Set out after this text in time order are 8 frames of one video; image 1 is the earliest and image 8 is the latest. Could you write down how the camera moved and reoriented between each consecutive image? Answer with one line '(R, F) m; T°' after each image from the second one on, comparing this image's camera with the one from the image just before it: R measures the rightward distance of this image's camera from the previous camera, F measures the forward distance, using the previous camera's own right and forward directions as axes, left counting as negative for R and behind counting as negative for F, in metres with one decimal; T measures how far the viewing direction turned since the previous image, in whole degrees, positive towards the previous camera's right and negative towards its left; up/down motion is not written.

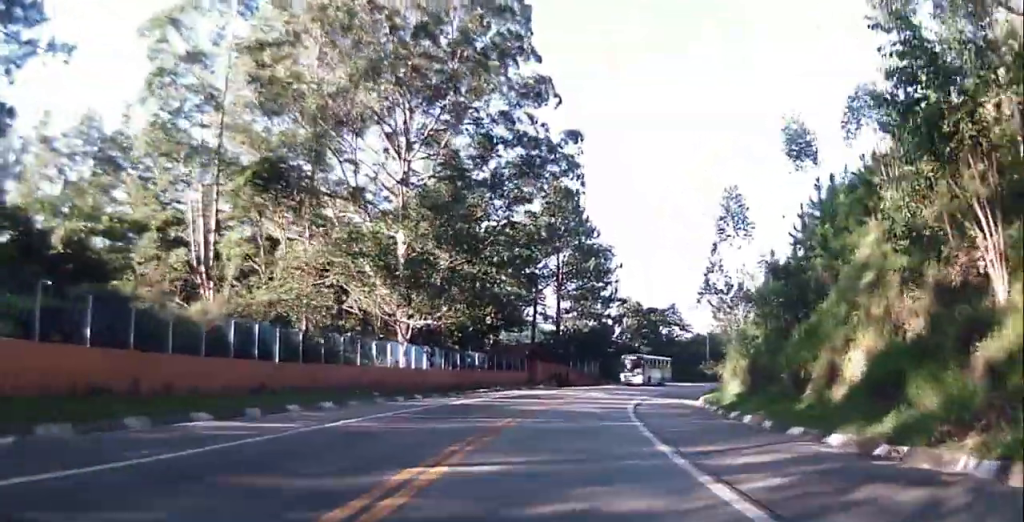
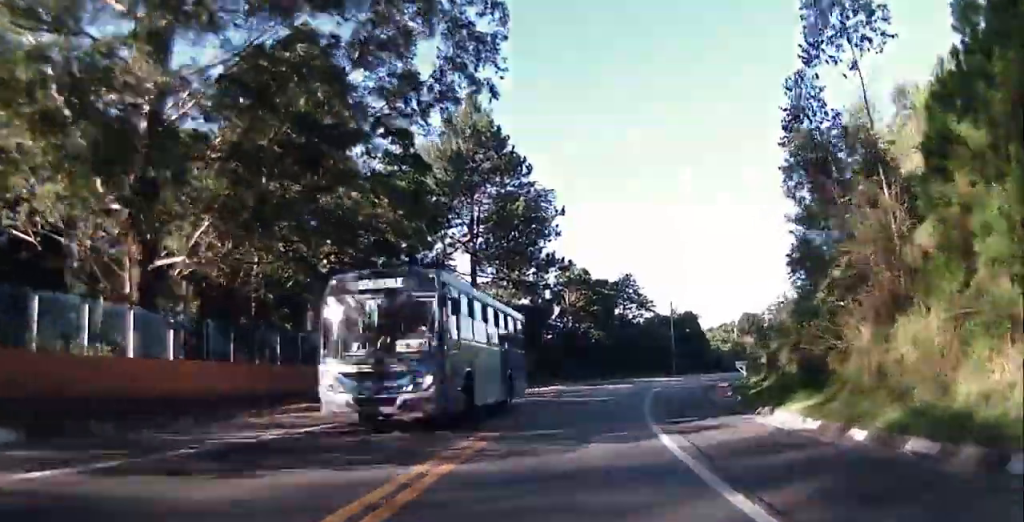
(-0.9, +25.0) m; -2°
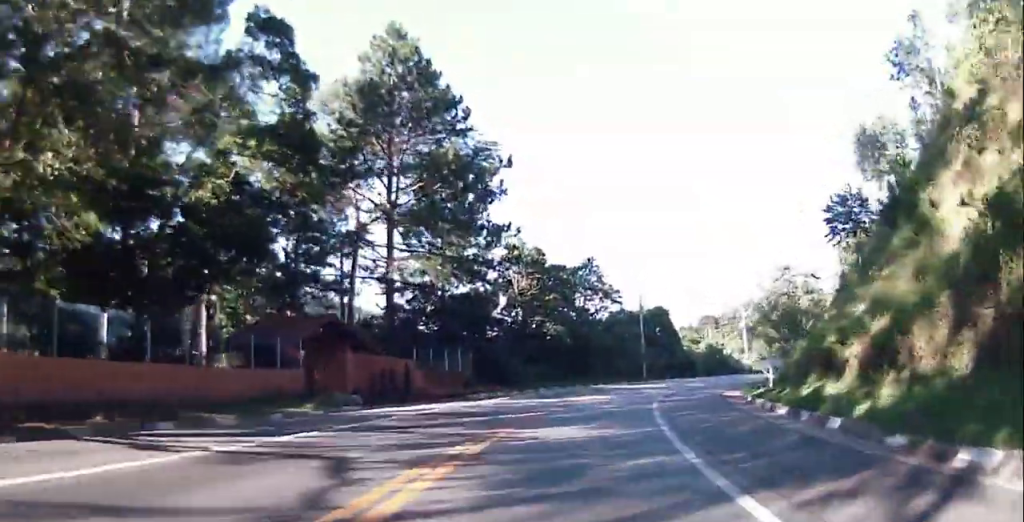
(+0.2, +13.9) m; +4°
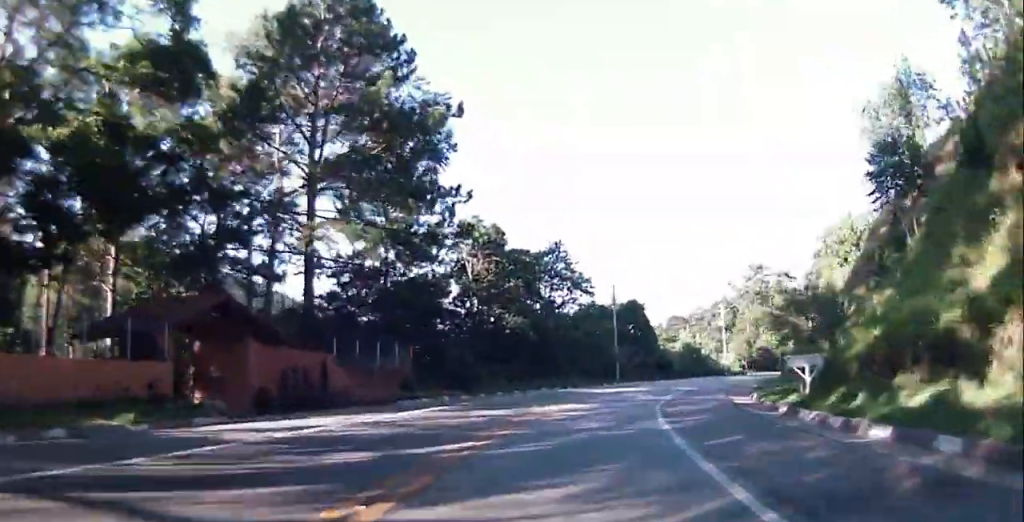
(+0.1, +8.6) m; +5°
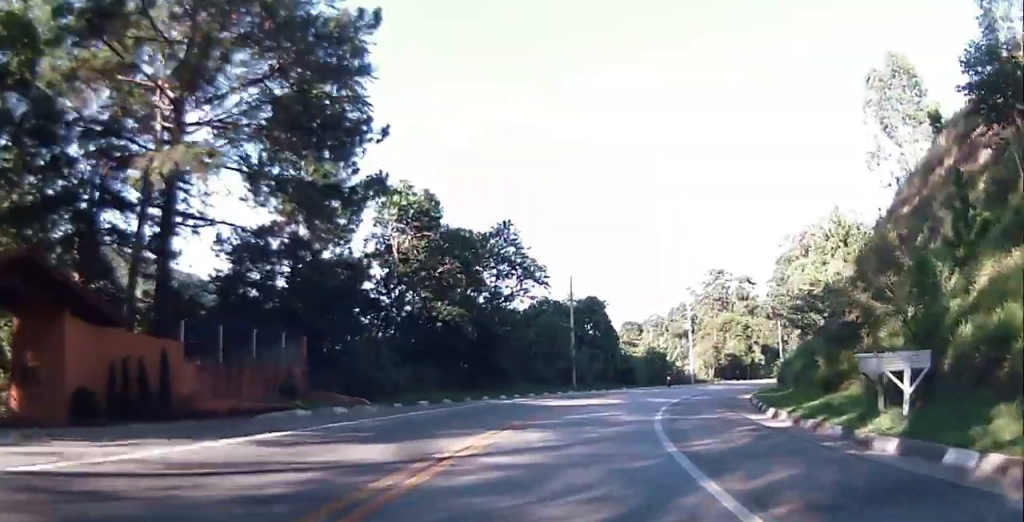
(+0.7, +9.3) m; +4°
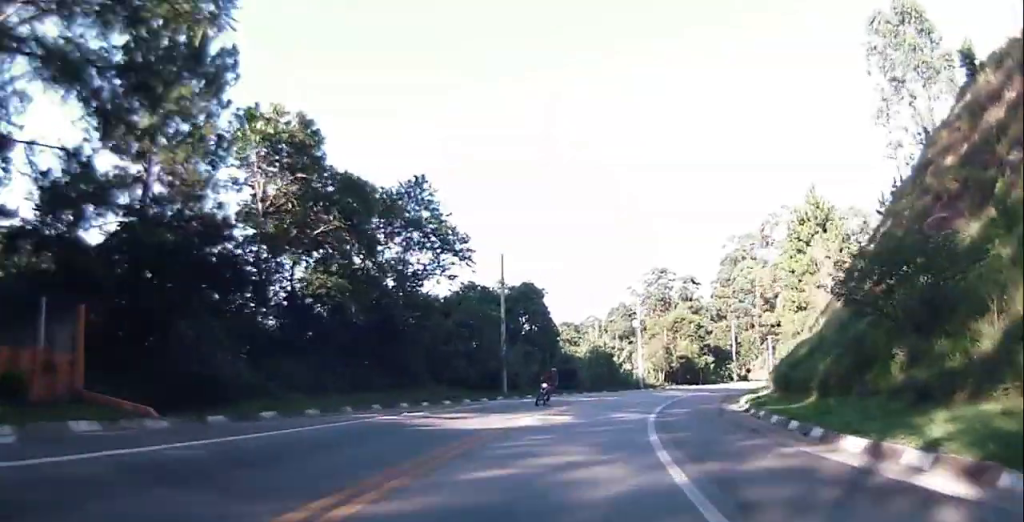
(+0.2, +10.8) m; +3°
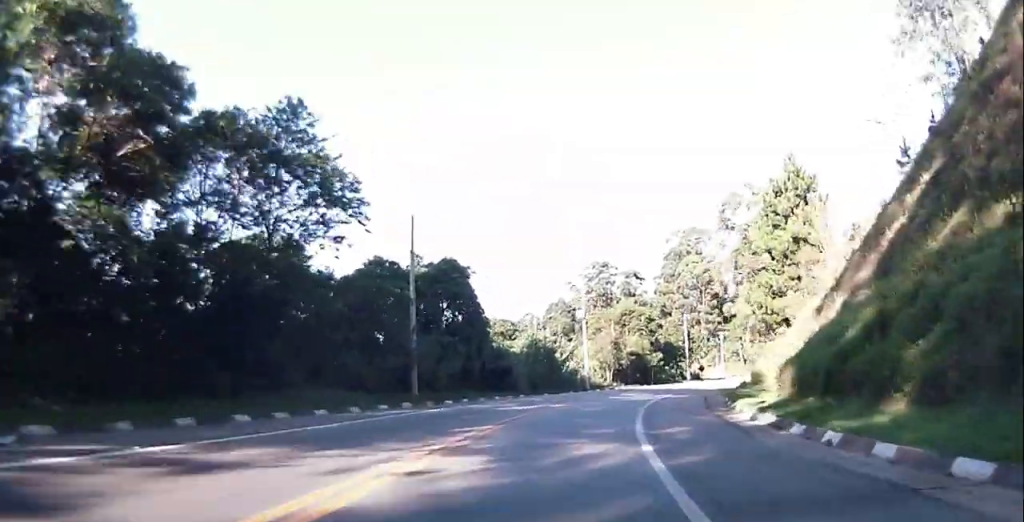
(+0.3, +10.4) m; +6°
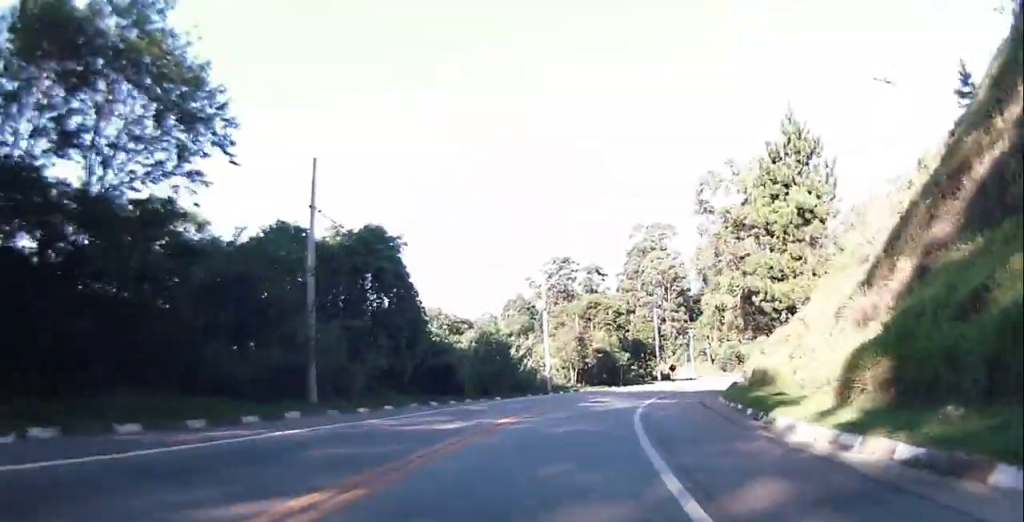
(+0.4, +9.1) m; +5°
